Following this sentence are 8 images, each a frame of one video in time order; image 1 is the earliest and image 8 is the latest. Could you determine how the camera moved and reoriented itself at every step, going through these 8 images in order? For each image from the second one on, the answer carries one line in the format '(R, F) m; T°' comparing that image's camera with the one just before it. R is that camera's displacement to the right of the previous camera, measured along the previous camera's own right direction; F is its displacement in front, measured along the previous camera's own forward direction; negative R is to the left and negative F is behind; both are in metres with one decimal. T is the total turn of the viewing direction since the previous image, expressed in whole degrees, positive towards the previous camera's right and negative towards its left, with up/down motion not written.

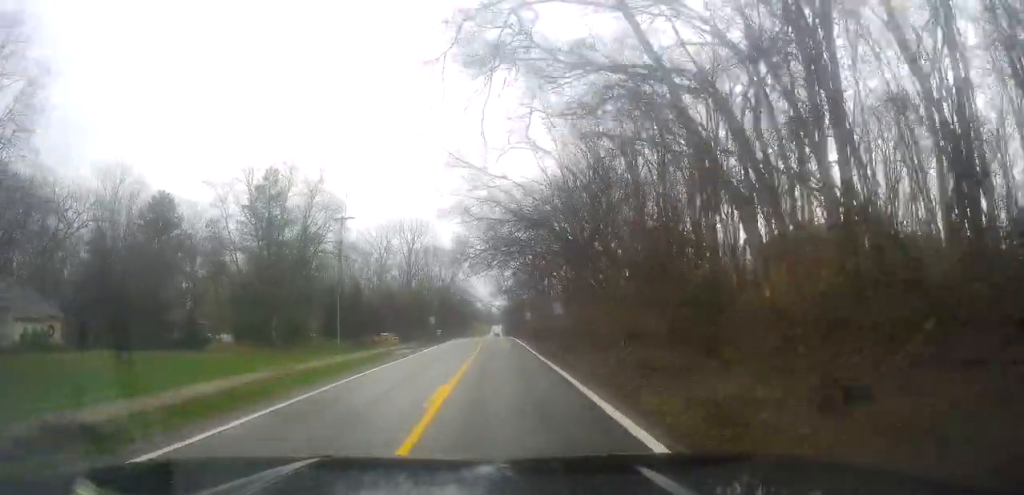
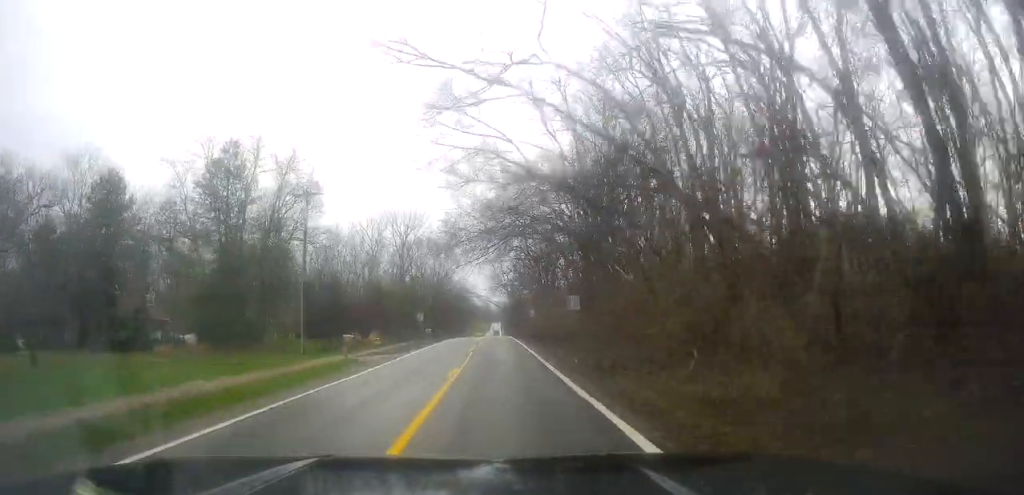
(0.0, +9.4) m; 0°
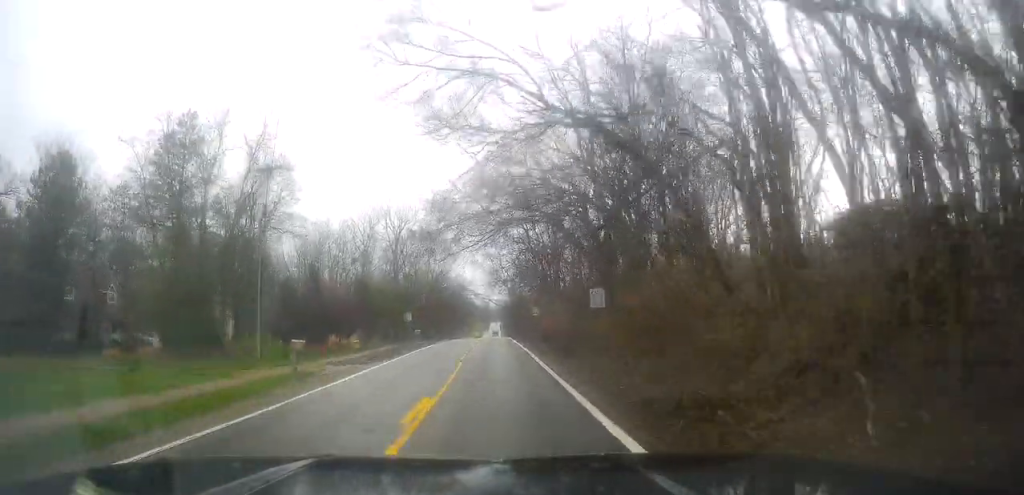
(0.0, +7.6) m; 0°
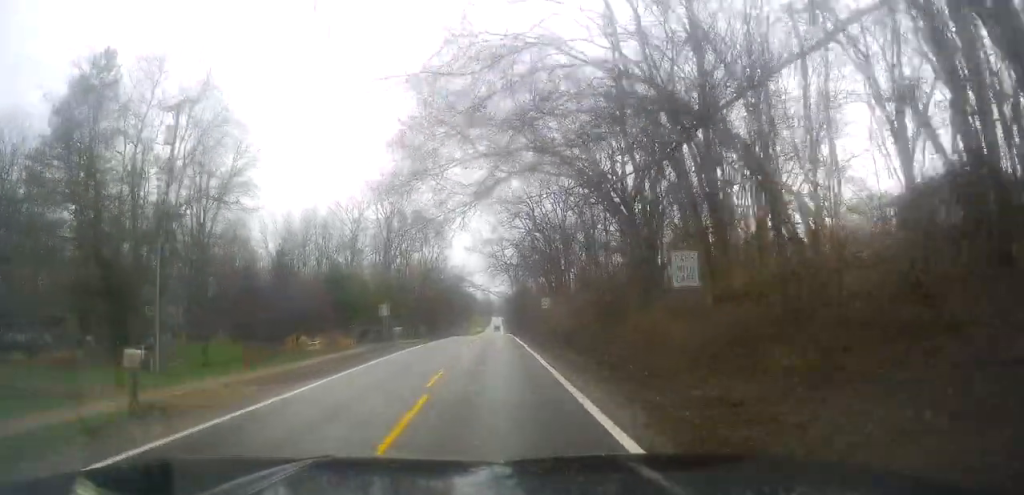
(0.0, +11.2) m; 0°
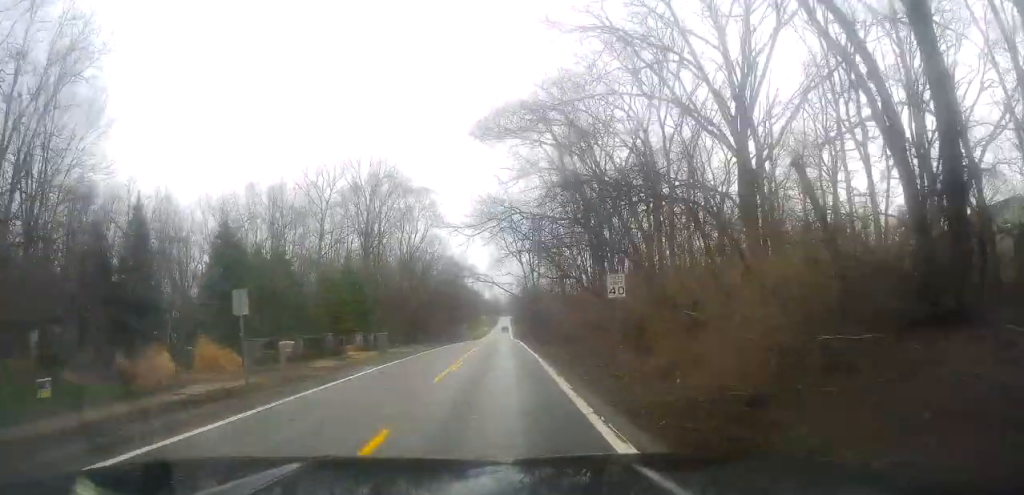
(0.0, +24.7) m; -2°
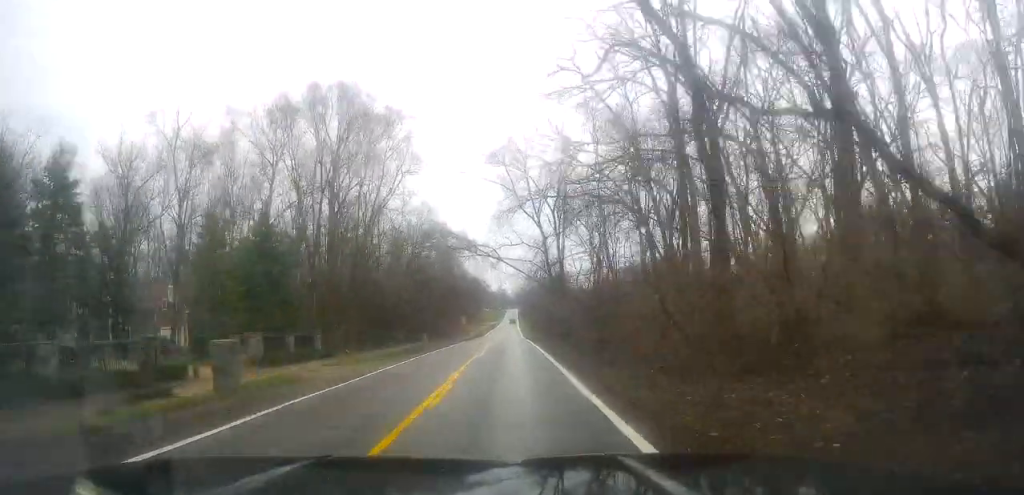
(-0.8, +23.7) m; -2°
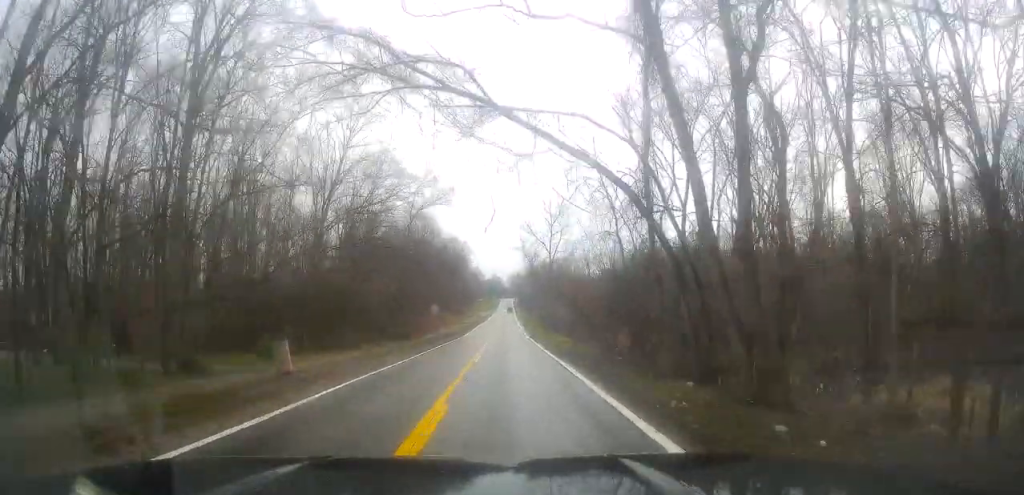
(+0.3, +33.7) m; +1°
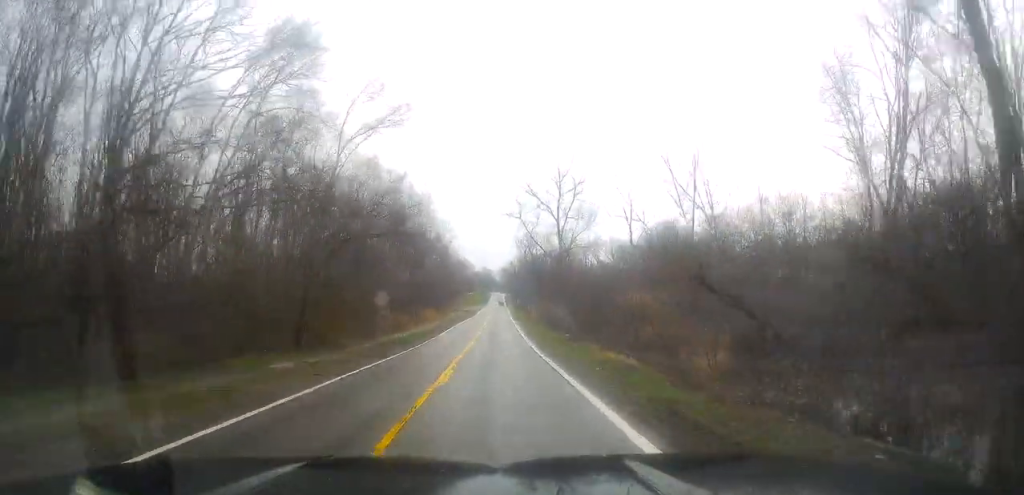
(-0.3, +23.2) m; -1°
